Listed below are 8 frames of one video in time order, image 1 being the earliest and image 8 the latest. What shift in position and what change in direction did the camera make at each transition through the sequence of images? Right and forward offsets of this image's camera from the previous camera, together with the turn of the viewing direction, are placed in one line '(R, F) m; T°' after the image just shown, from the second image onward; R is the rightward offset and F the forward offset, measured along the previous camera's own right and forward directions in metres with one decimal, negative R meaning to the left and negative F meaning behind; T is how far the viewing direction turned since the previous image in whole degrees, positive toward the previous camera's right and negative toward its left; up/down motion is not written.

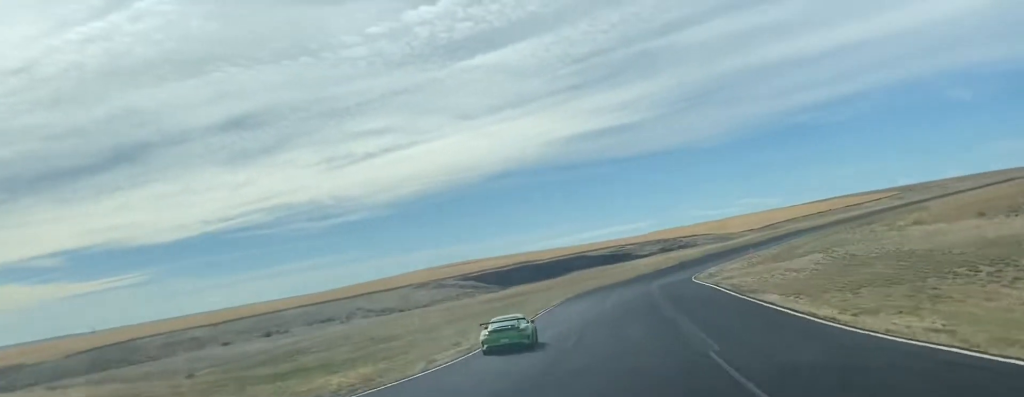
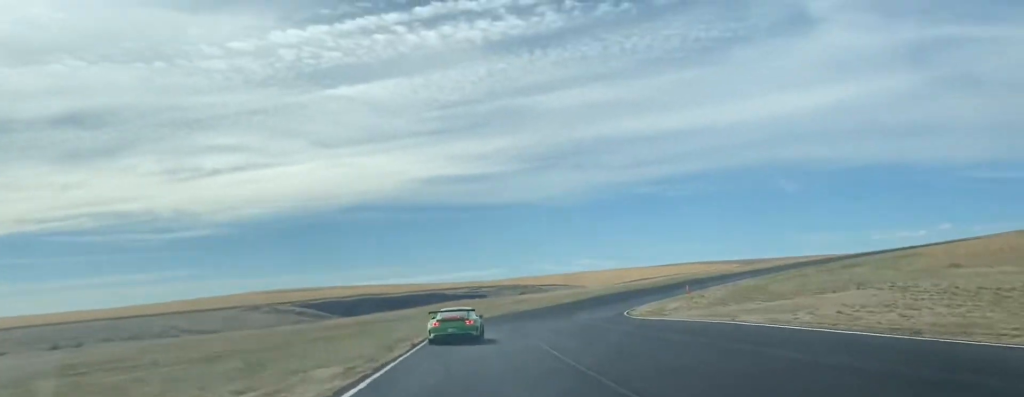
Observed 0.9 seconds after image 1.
(+5.5, +26.3) m; +15°
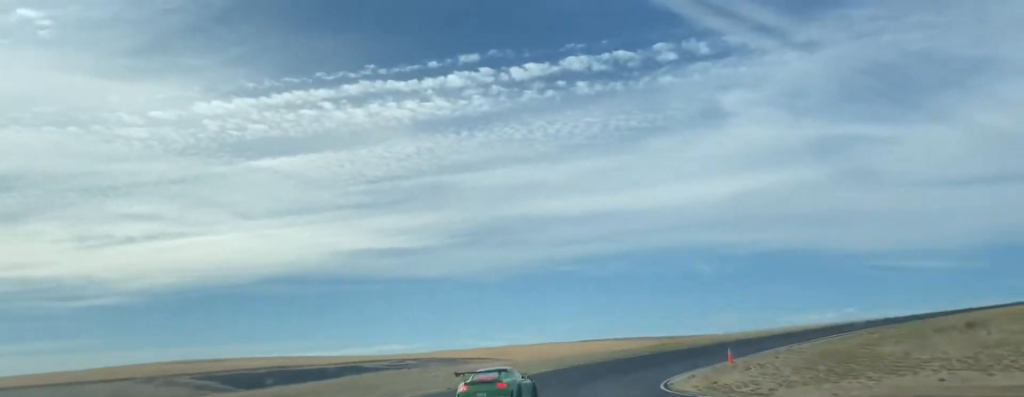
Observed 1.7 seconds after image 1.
(+1.4, +22.3) m; +7°
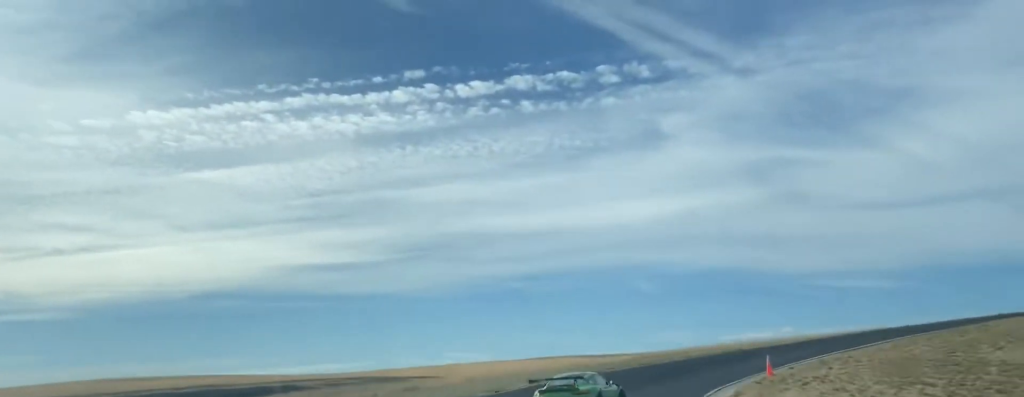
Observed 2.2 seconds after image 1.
(-0.3, +13.9) m; +4°
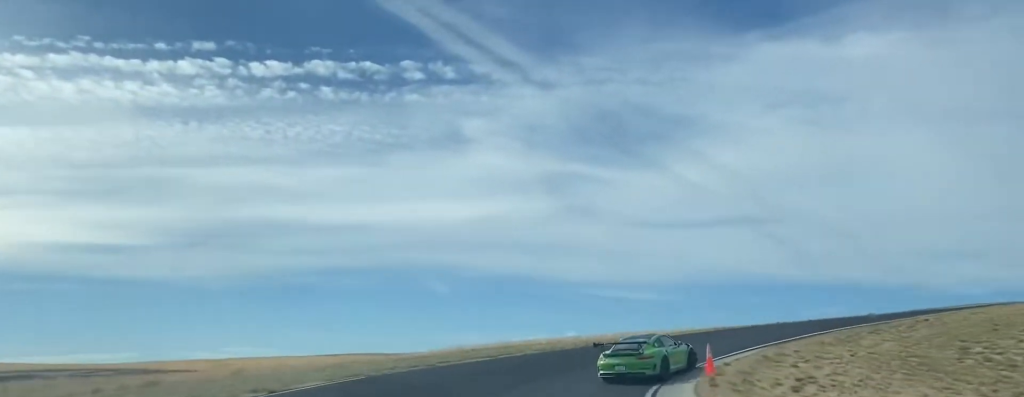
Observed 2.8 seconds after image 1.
(+1.7, +17.5) m; +13°
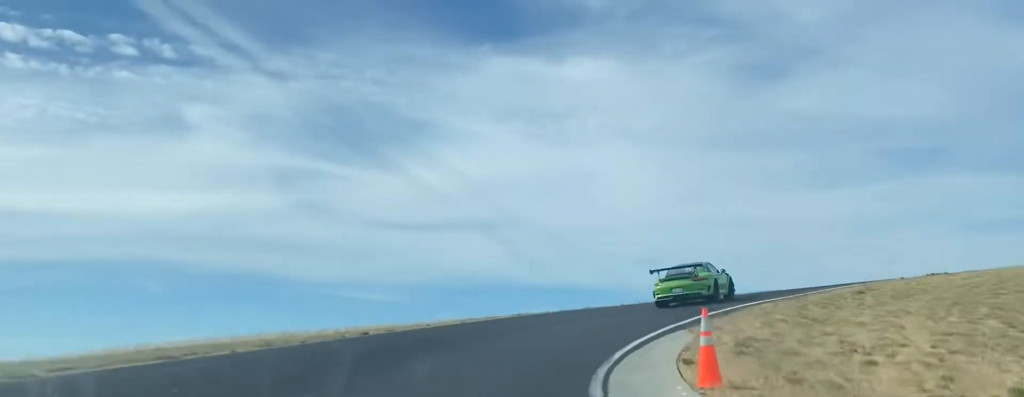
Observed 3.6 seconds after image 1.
(+2.3, +17.9) m; +21°
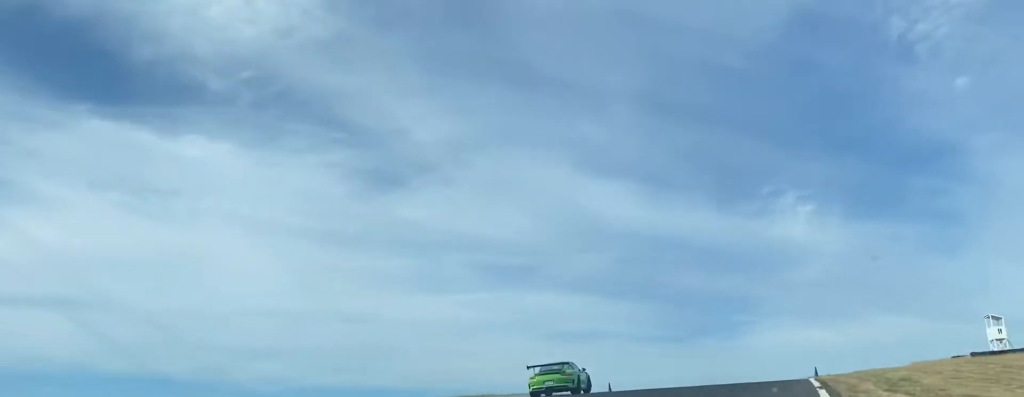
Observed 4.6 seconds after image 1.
(+6.4, +21.1) m; +28°
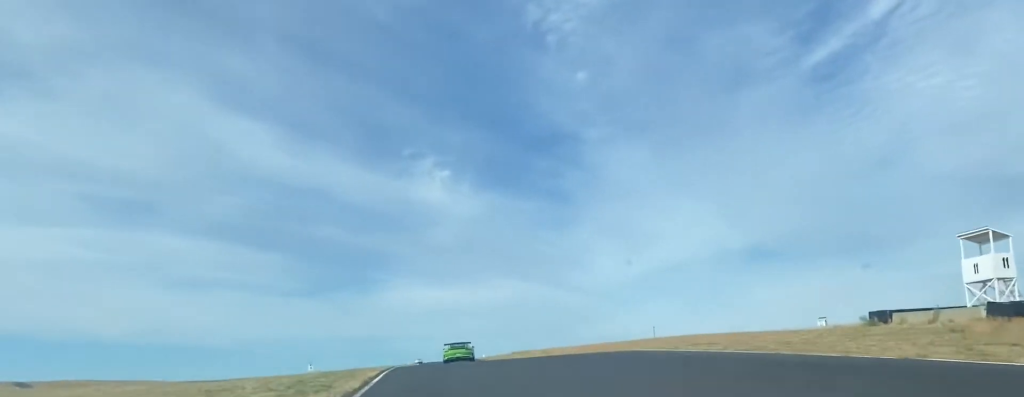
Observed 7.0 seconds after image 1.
(+15.0, +58.7) m; +19°
